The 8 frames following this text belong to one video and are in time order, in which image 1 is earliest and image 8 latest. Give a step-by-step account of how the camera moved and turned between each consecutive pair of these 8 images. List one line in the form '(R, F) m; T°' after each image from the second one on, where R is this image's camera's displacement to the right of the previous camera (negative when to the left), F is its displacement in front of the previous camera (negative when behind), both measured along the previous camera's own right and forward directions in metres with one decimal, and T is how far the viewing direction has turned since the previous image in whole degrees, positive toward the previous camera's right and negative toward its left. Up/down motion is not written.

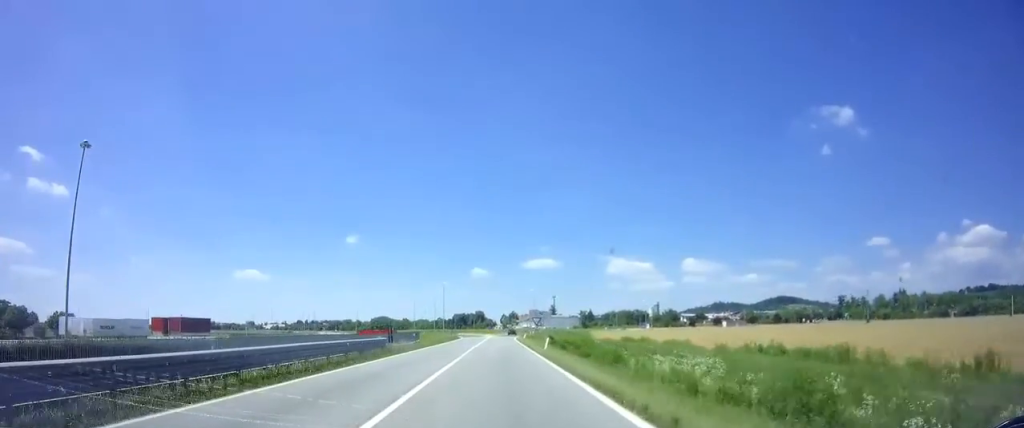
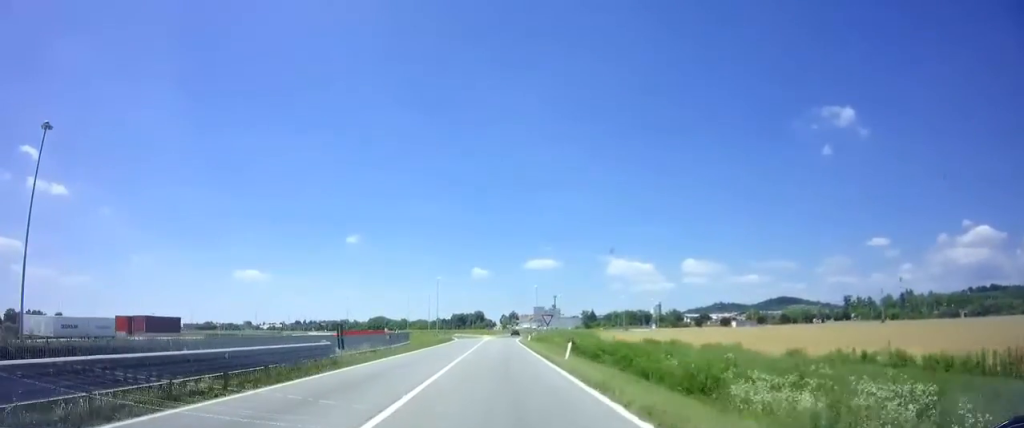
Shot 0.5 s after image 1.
(-0.3, +10.3) m; 0°
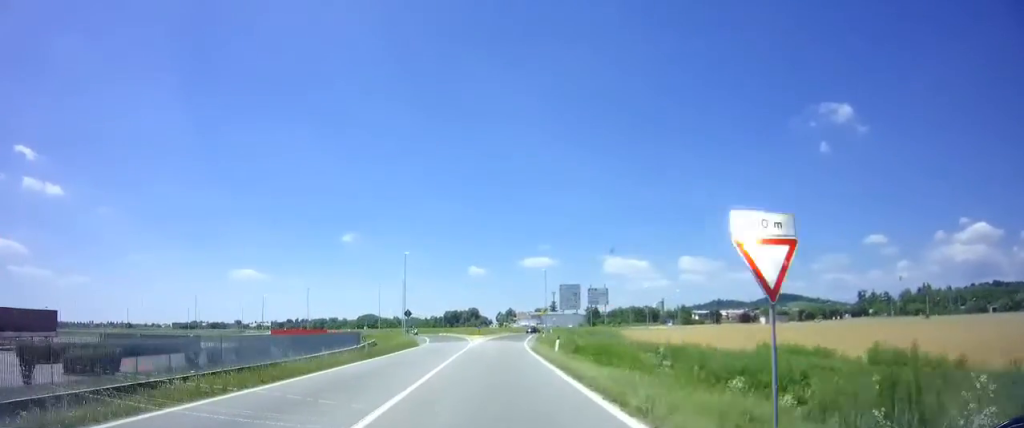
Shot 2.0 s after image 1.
(+0.7, +27.0) m; +1°
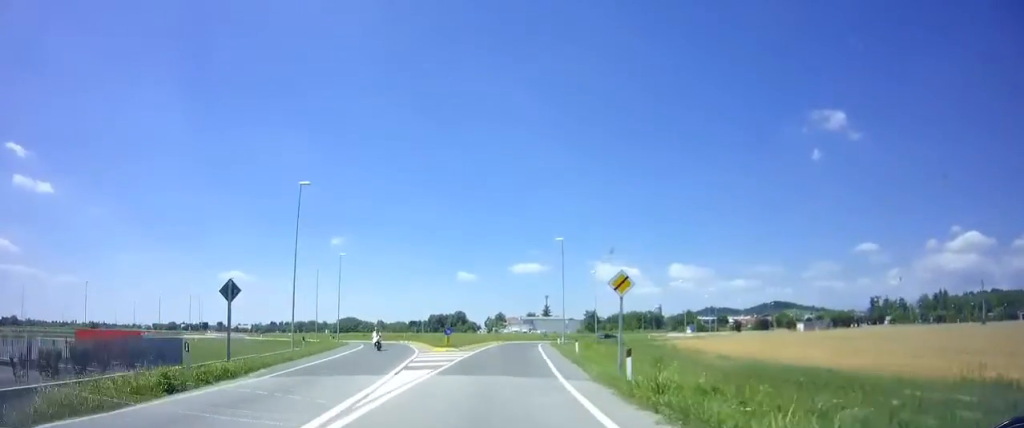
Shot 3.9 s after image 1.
(-0.3, +31.9) m; 0°
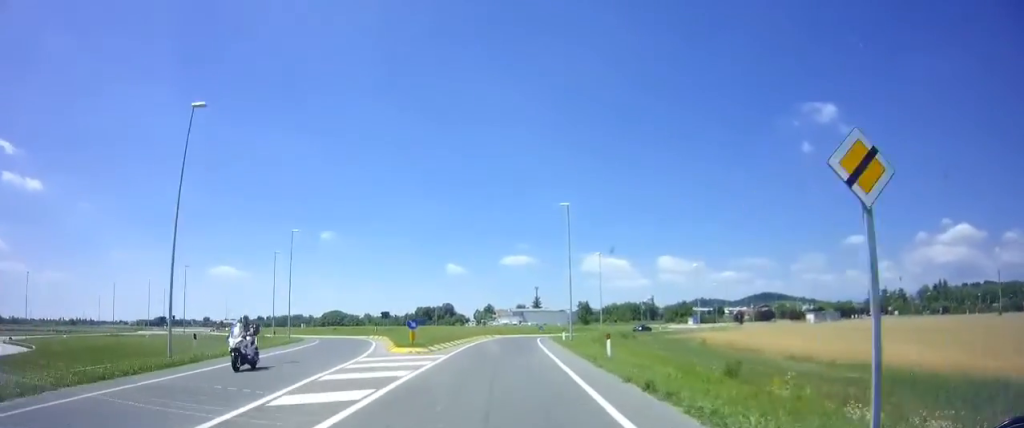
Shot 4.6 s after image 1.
(-0.1, +10.6) m; +2°
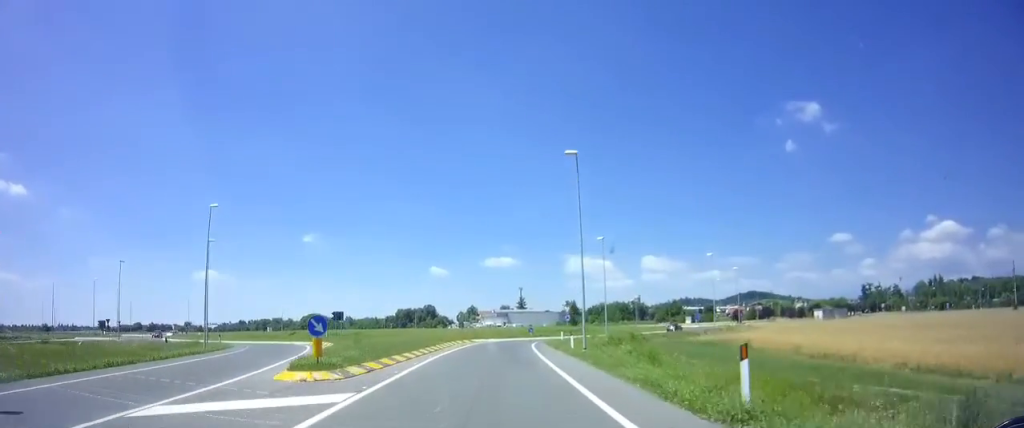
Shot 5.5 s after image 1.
(+0.6, +11.8) m; +2°
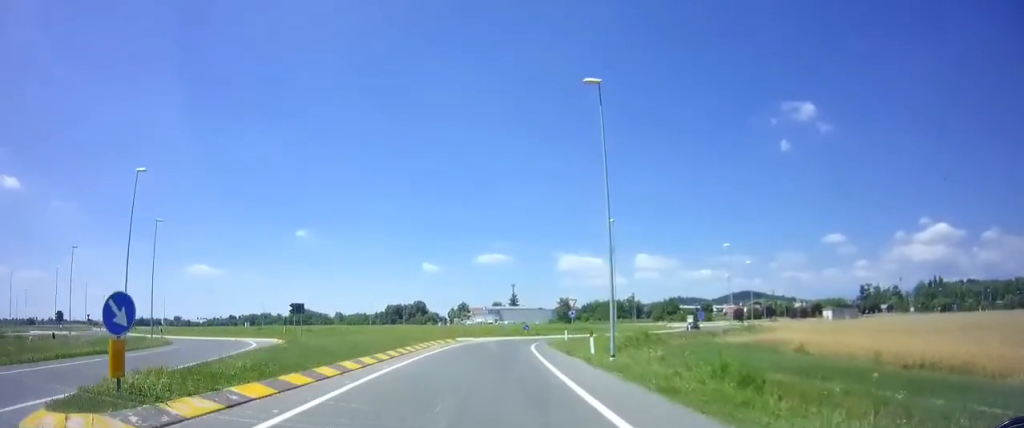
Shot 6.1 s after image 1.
(-0.1, +7.7) m; +1°
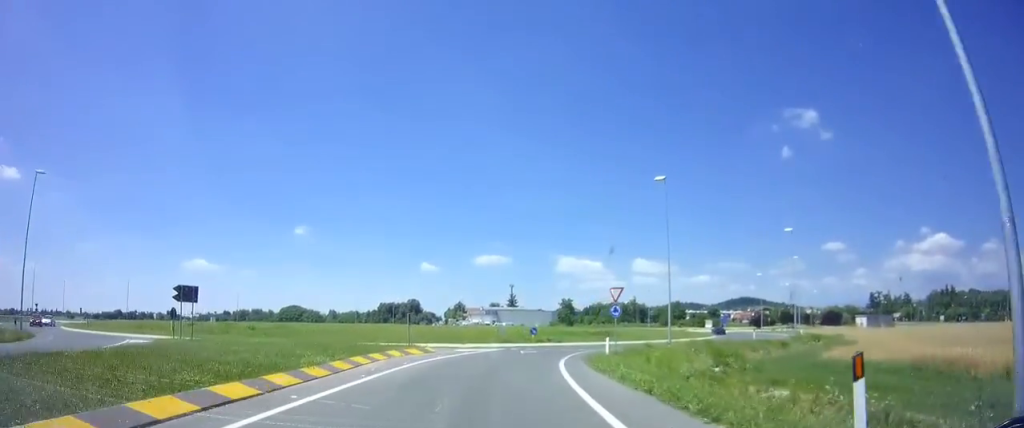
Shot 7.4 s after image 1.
(+0.4, +15.3) m; +1°
